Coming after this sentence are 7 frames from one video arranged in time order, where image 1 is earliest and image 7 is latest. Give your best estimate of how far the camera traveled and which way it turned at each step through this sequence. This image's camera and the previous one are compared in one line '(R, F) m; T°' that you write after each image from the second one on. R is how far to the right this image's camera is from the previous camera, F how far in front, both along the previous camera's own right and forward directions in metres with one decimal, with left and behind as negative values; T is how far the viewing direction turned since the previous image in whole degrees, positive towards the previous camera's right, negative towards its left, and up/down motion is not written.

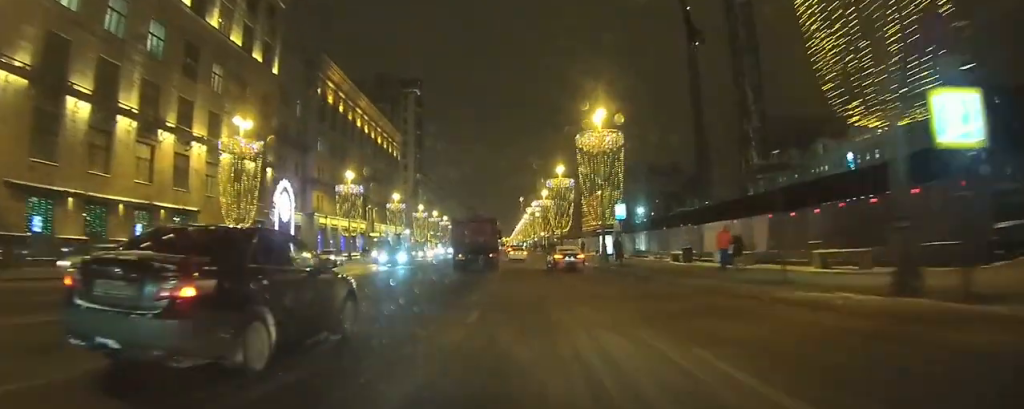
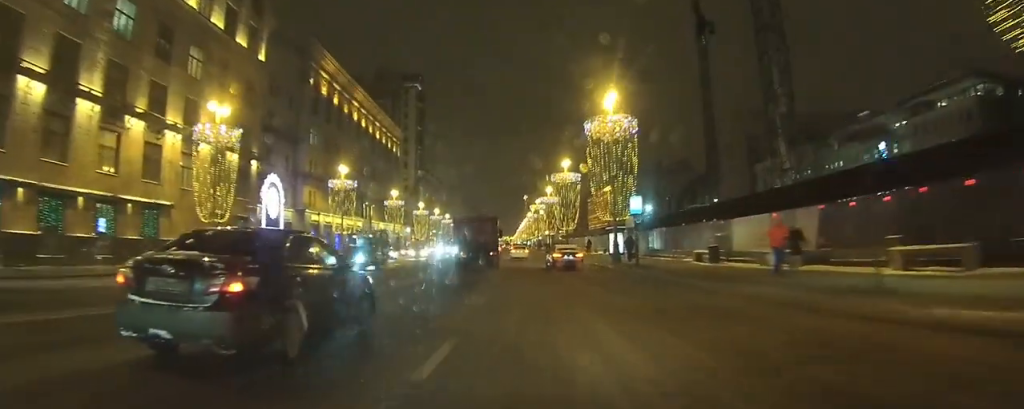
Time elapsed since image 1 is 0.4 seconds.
(0.0, +4.5) m; -1°
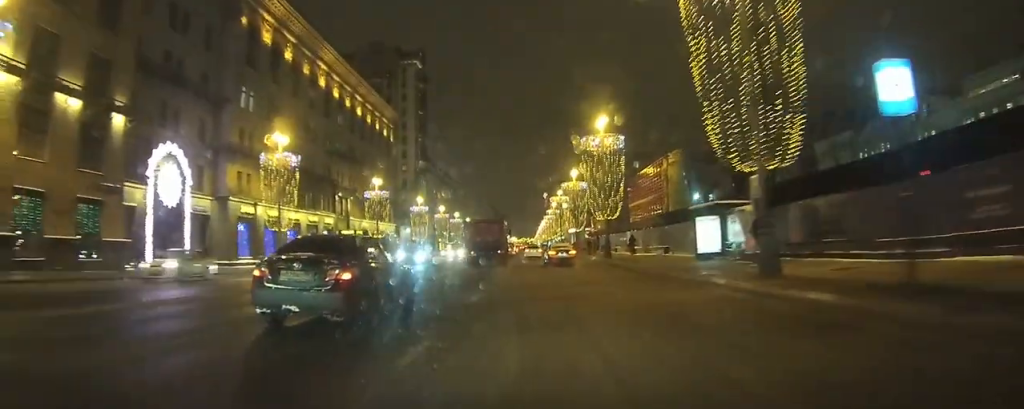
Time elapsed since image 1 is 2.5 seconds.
(-0.5, +23.7) m; -2°
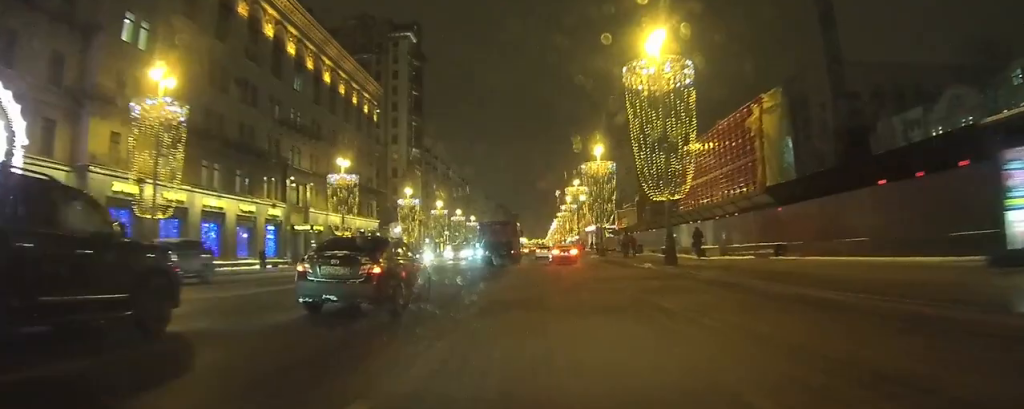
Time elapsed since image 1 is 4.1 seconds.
(+0.1, +19.8) m; +1°
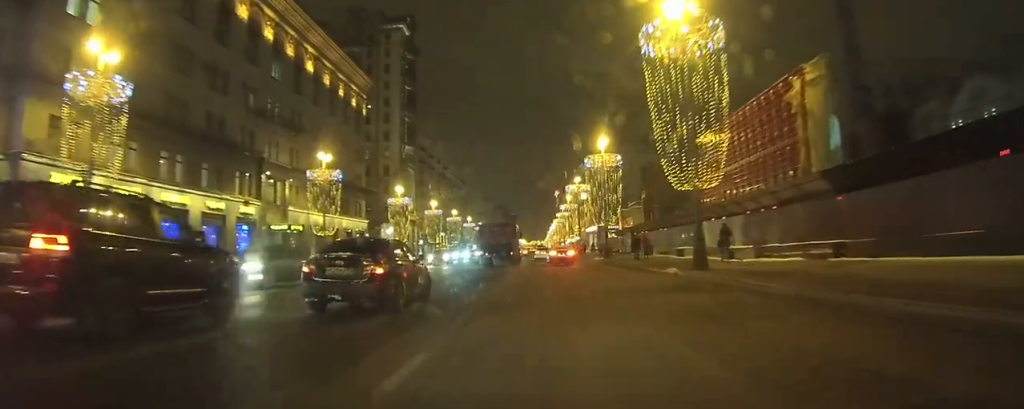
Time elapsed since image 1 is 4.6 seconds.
(0.0, +5.6) m; 0°
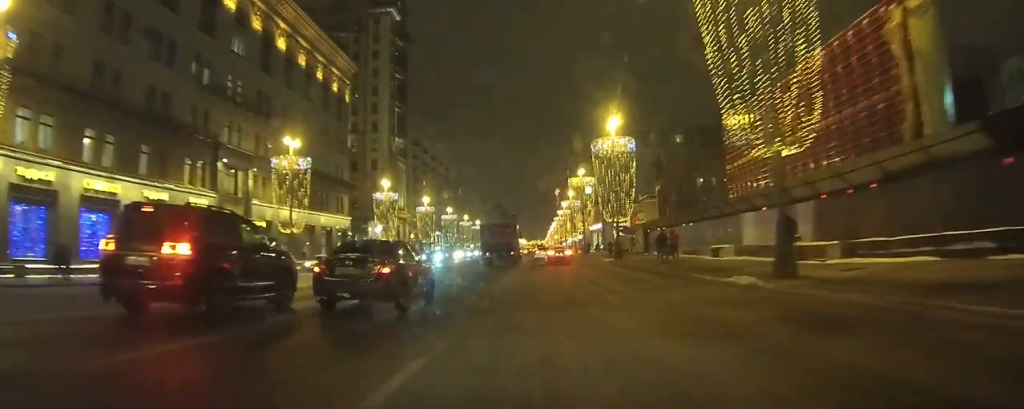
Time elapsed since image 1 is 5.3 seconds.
(0.0, +8.4) m; 0°
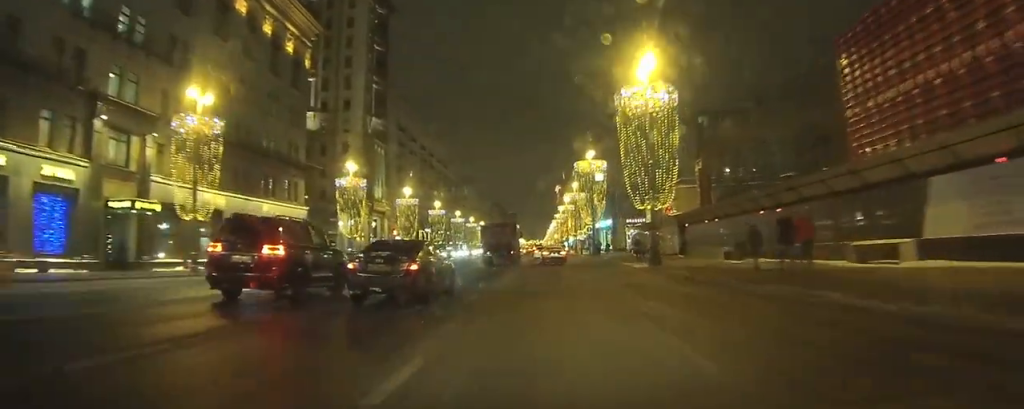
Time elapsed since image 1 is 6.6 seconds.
(-0.1, +15.4) m; -1°
